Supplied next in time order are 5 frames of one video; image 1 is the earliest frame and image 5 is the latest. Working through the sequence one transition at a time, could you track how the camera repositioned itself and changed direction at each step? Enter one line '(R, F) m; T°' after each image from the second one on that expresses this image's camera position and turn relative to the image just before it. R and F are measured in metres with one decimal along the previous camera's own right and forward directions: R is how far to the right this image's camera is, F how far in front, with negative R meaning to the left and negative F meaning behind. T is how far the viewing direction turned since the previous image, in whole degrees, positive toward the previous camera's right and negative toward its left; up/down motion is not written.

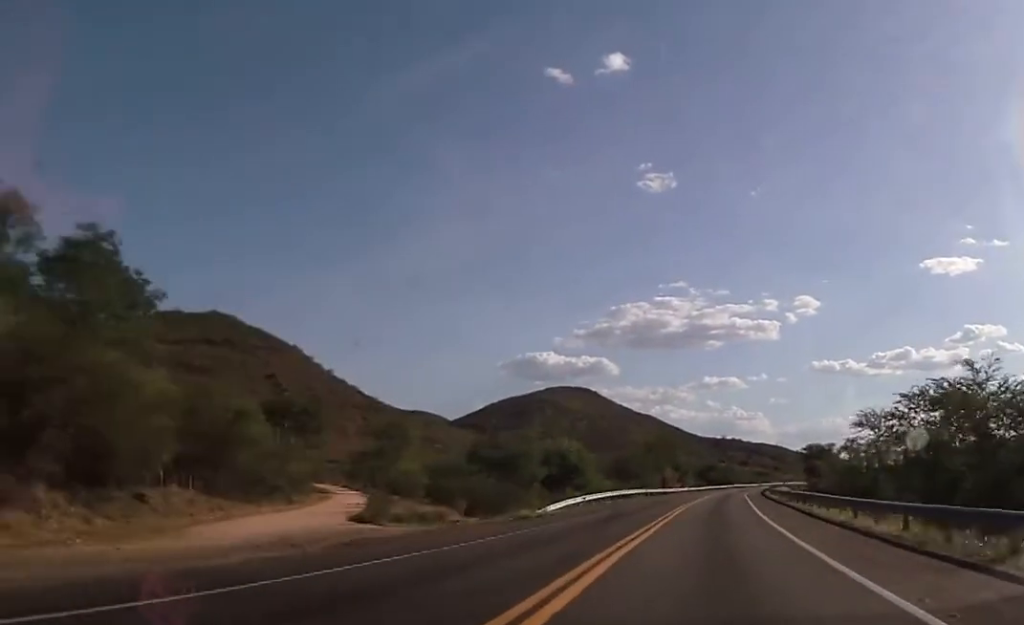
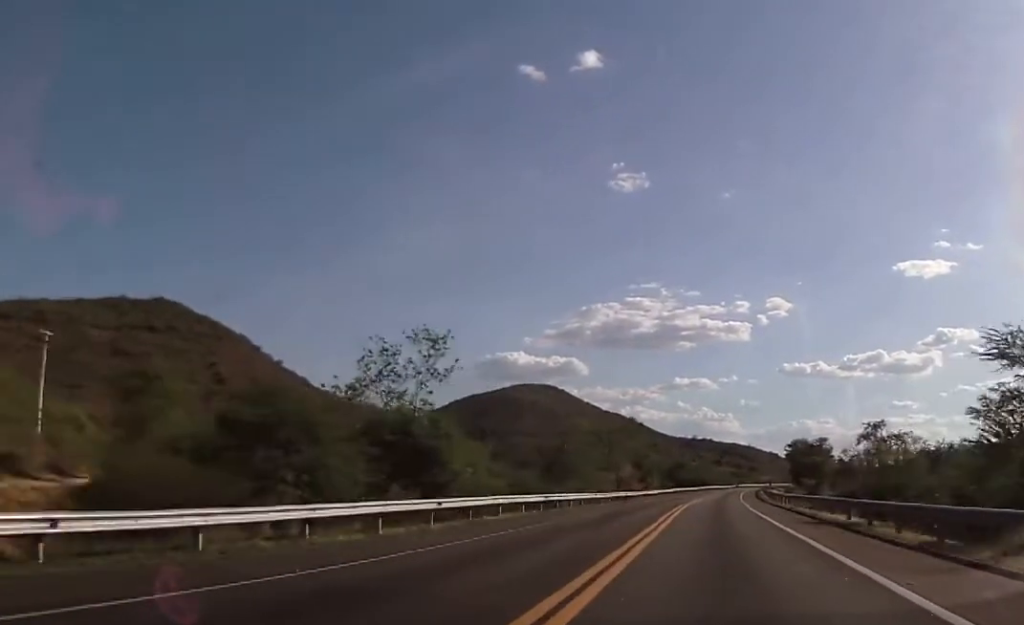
(+1.0, +43.6) m; +2°
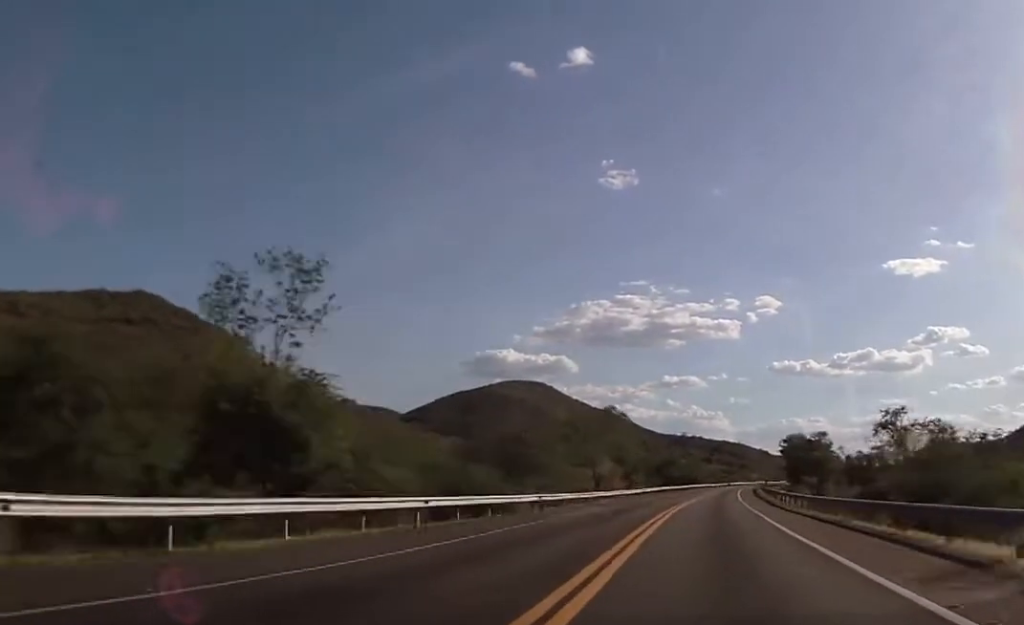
(+0.2, +17.2) m; 0°
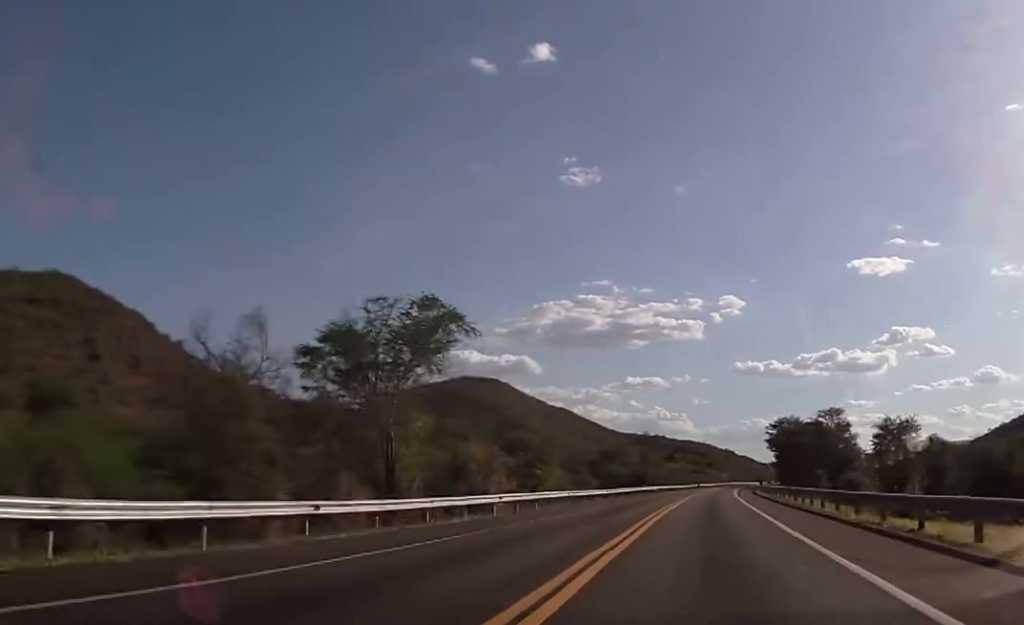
(+2.2, +70.8) m; +3°
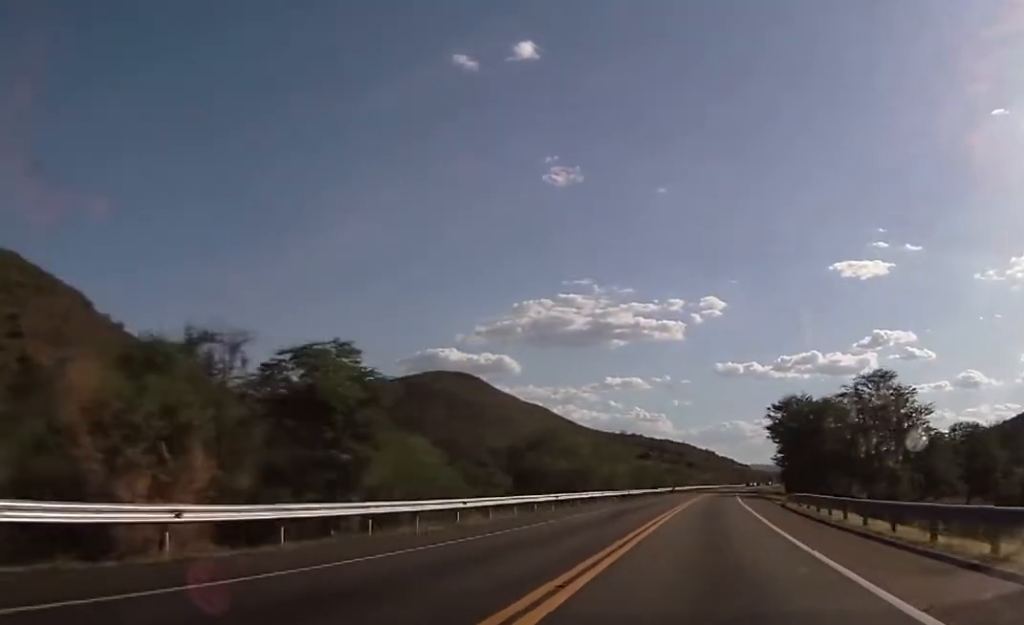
(+0.6, +53.0) m; +2°
